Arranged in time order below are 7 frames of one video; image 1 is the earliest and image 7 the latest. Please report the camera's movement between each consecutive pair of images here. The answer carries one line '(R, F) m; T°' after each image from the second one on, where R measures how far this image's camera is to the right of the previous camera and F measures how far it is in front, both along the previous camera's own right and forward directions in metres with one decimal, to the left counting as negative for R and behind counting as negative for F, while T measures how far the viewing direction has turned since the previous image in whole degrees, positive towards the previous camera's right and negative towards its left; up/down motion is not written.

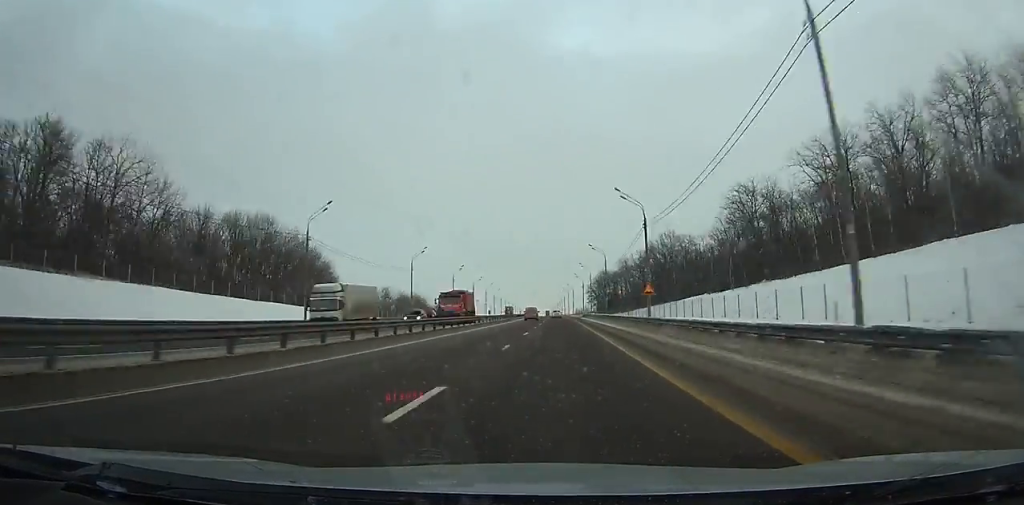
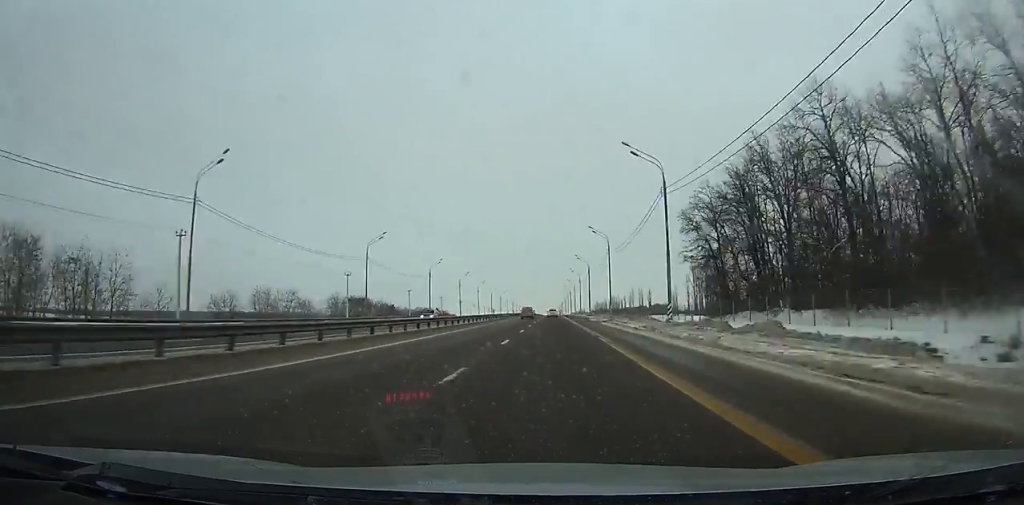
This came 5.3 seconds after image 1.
(-1.8, +159.6) m; -1°
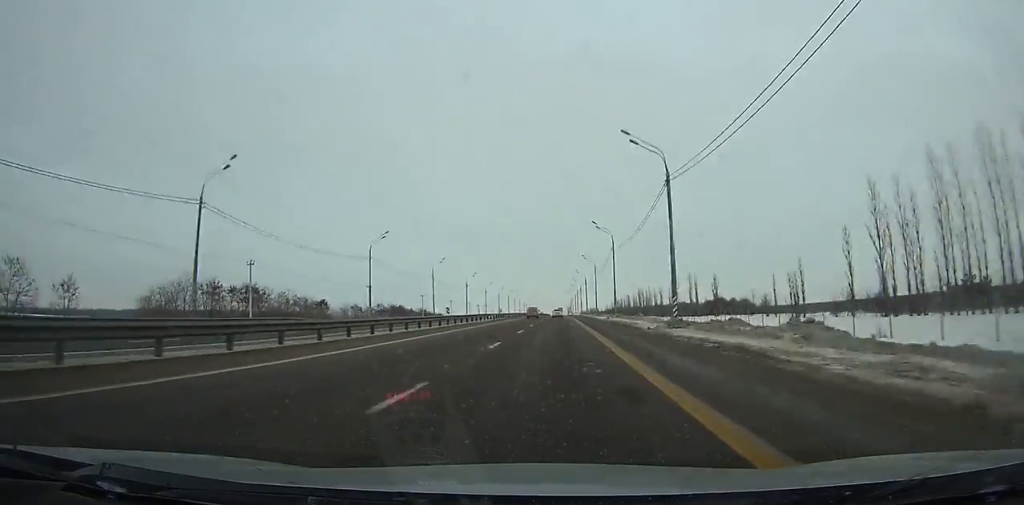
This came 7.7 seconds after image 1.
(-0.5, +71.6) m; 0°
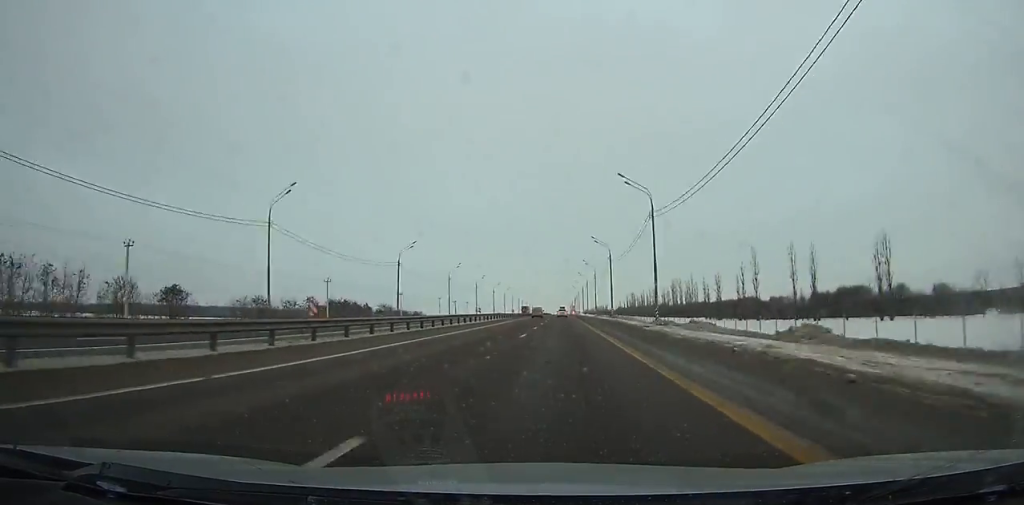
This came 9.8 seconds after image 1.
(-0.2, +62.4) m; 0°
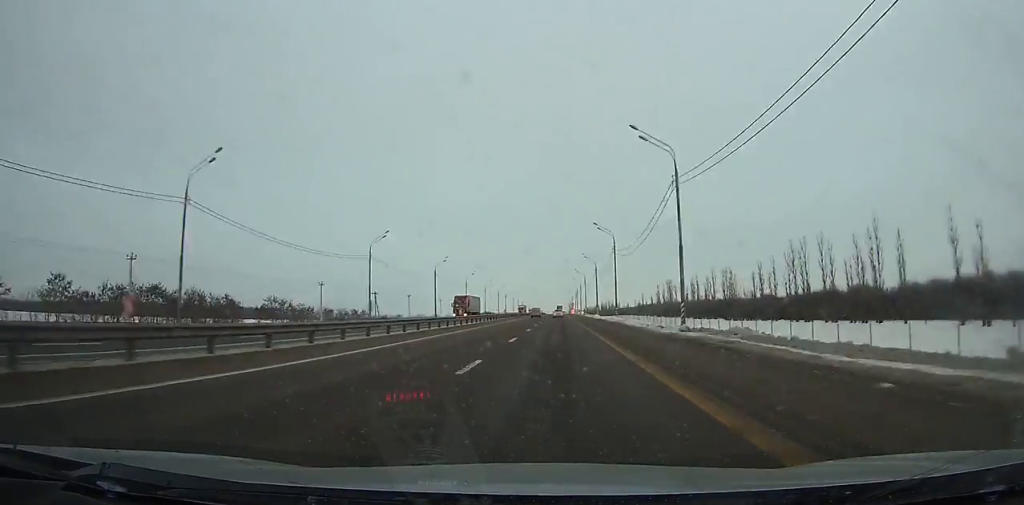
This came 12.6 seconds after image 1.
(+0.2, +83.0) m; 0°
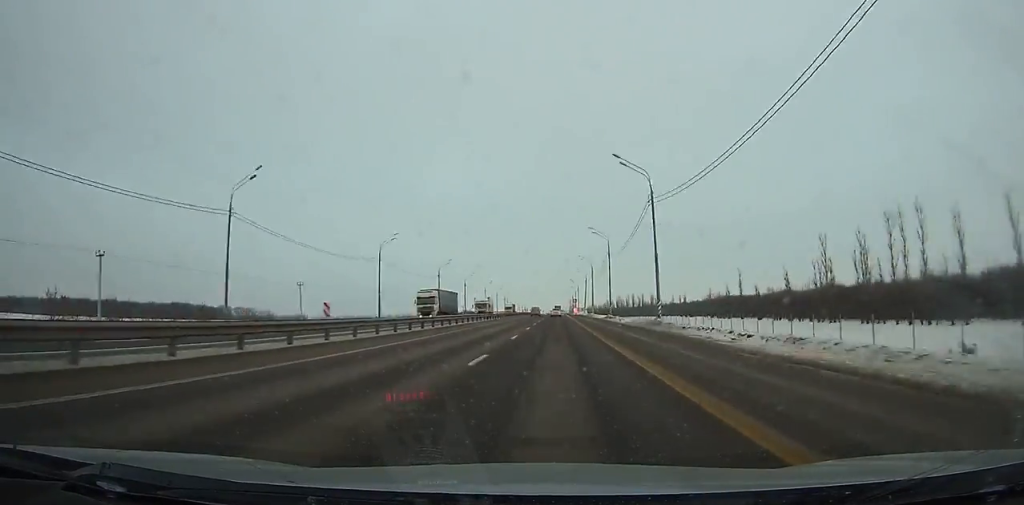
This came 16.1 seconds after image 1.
(+0.1, +104.0) m; 0°
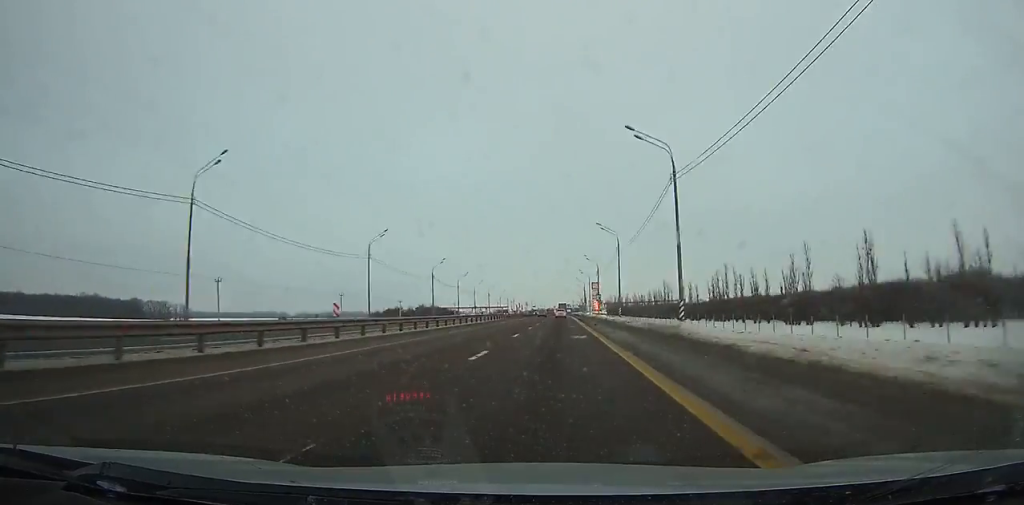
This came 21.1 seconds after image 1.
(-0.4, +149.1) m; 0°
